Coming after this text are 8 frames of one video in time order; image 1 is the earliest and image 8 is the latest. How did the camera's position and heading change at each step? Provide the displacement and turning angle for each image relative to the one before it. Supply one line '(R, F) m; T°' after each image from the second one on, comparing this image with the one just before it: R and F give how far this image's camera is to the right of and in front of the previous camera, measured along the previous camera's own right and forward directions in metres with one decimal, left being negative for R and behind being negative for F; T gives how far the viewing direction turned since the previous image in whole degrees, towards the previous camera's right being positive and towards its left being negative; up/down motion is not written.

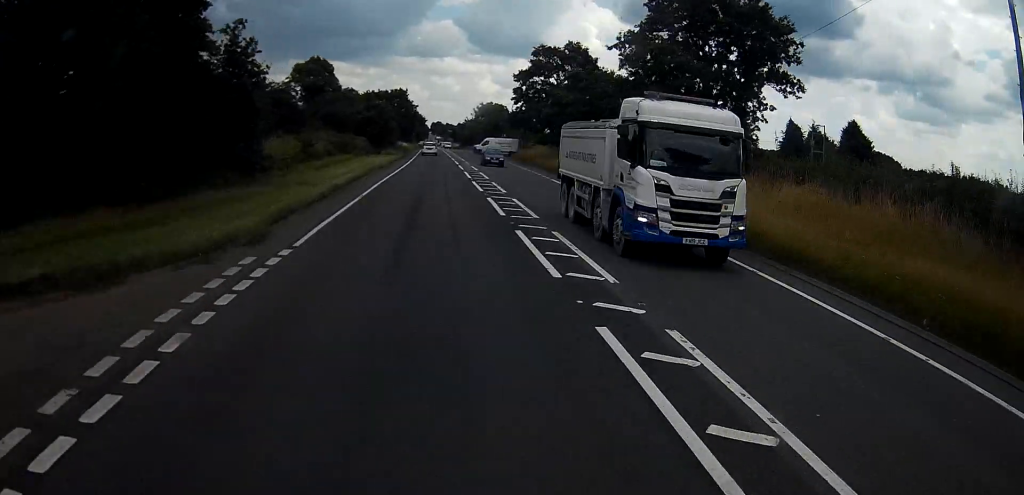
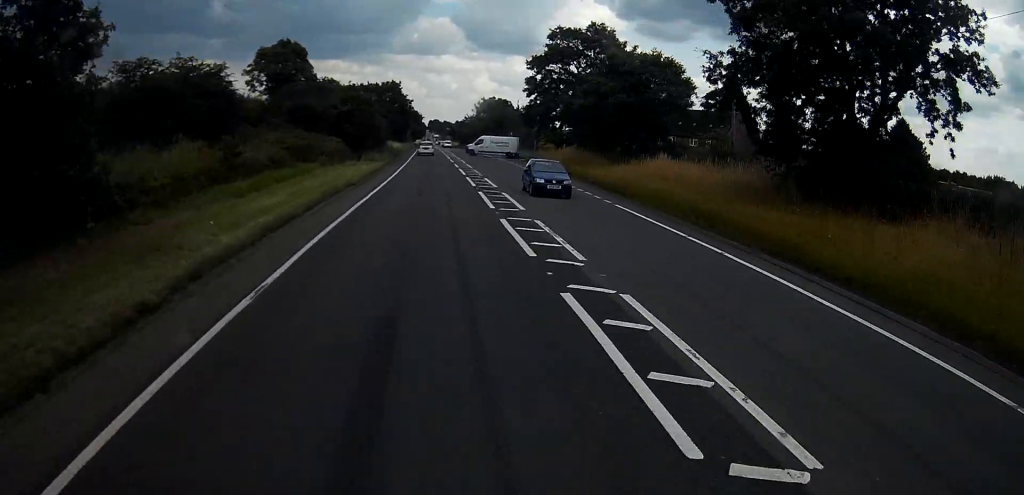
(+0.1, +15.7) m; 0°
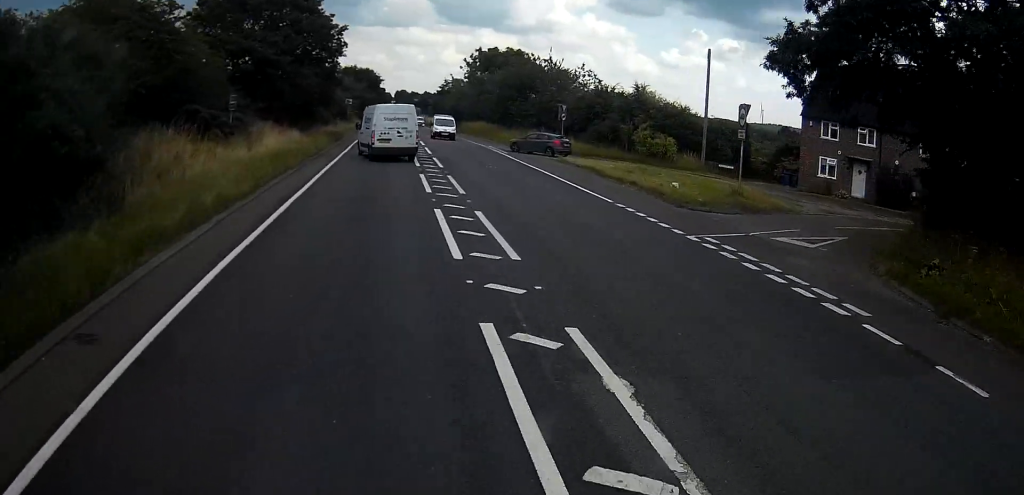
(+0.4, +64.9) m; +1°
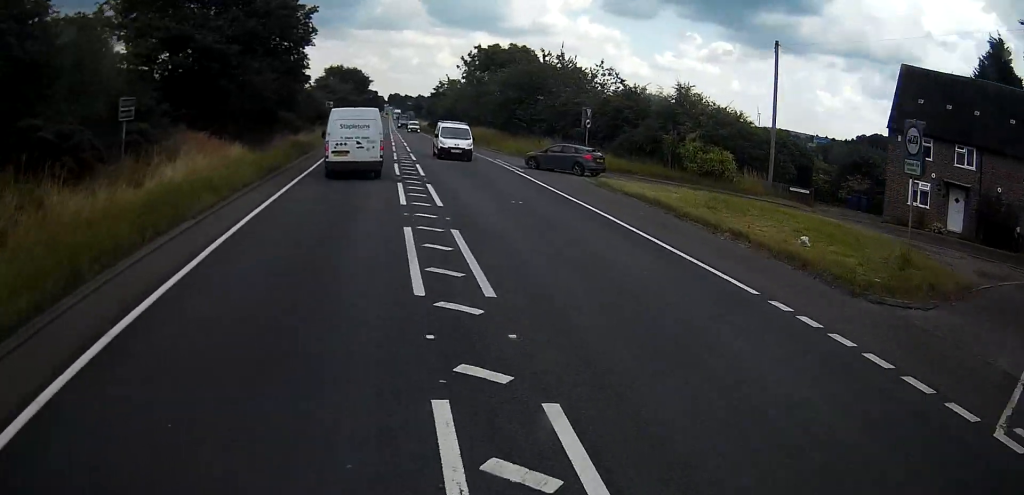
(+0.1, +10.5) m; 0°
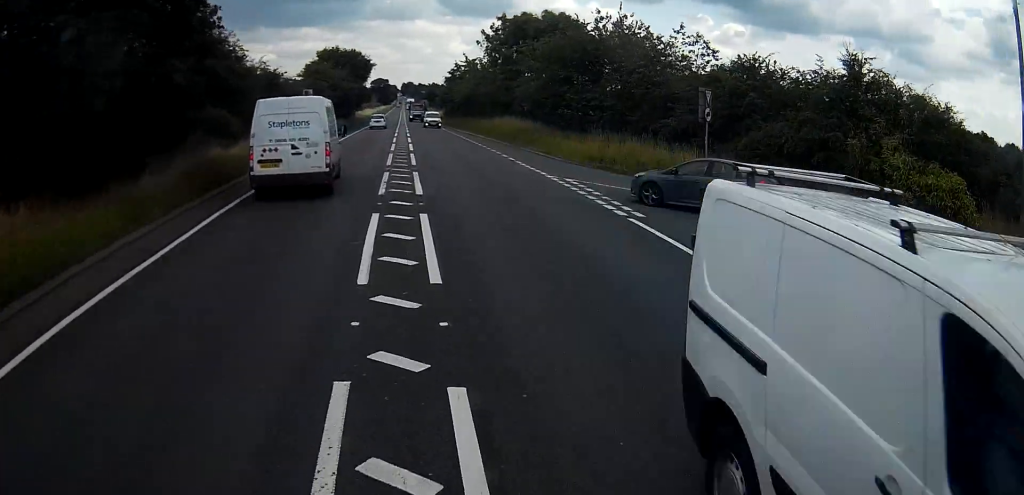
(-0.1, +17.5) m; -1°
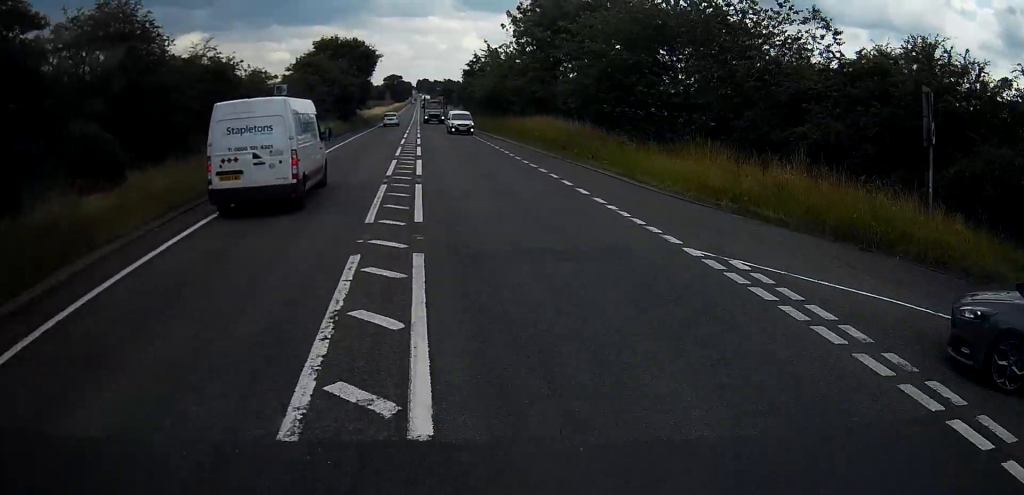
(-0.1, +12.6) m; 0°
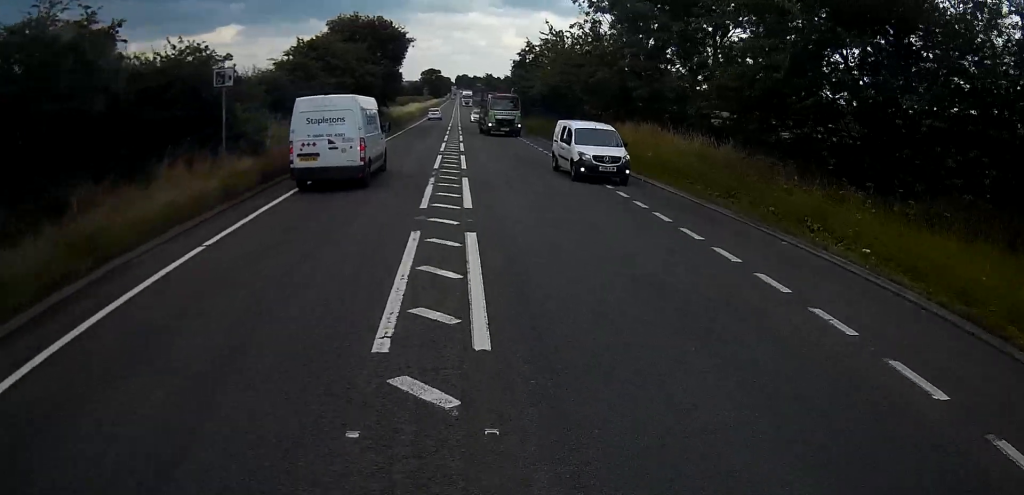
(+0.2, +16.0) m; +1°
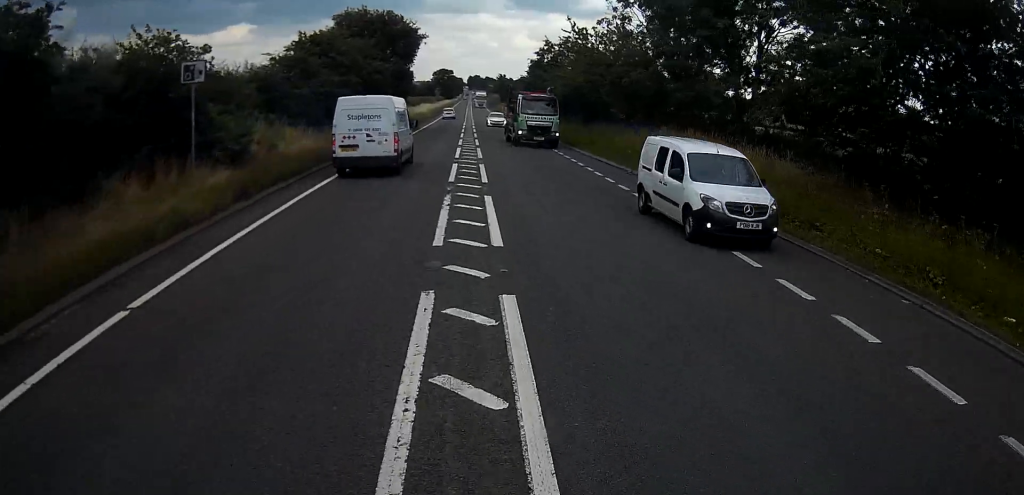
(0.0, +4.3) m; 0°
